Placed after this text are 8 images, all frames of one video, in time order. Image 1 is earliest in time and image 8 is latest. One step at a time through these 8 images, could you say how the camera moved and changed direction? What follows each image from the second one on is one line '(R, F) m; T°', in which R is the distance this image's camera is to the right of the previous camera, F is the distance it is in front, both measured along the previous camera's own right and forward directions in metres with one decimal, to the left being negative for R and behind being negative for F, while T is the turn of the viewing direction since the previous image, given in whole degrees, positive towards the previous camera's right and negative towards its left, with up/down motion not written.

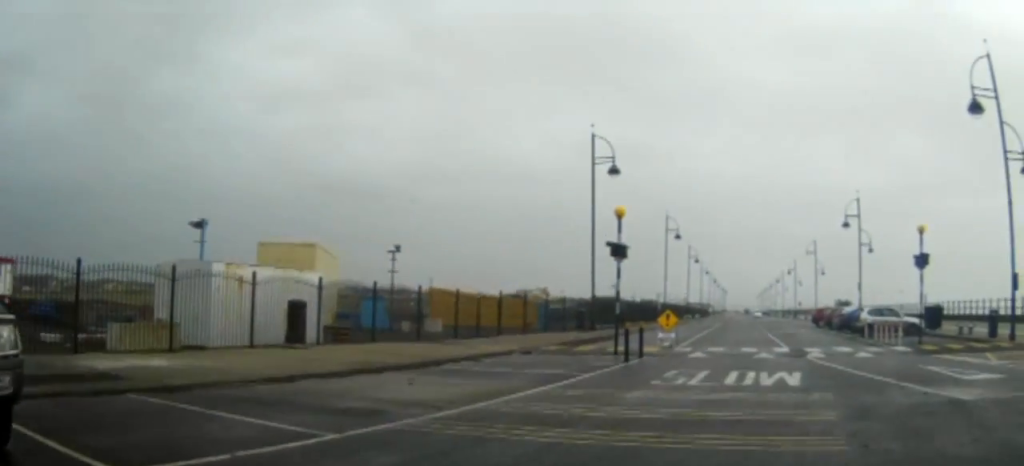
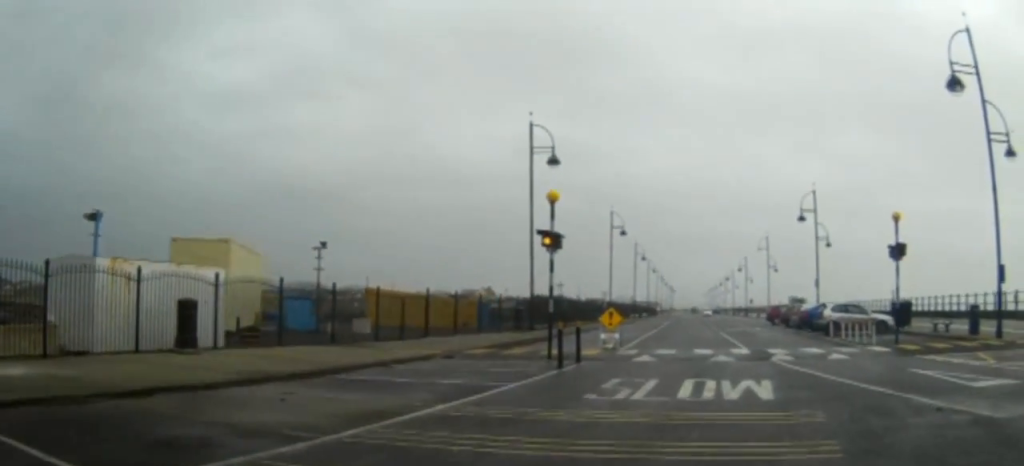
(0.0, +2.2) m; +6°
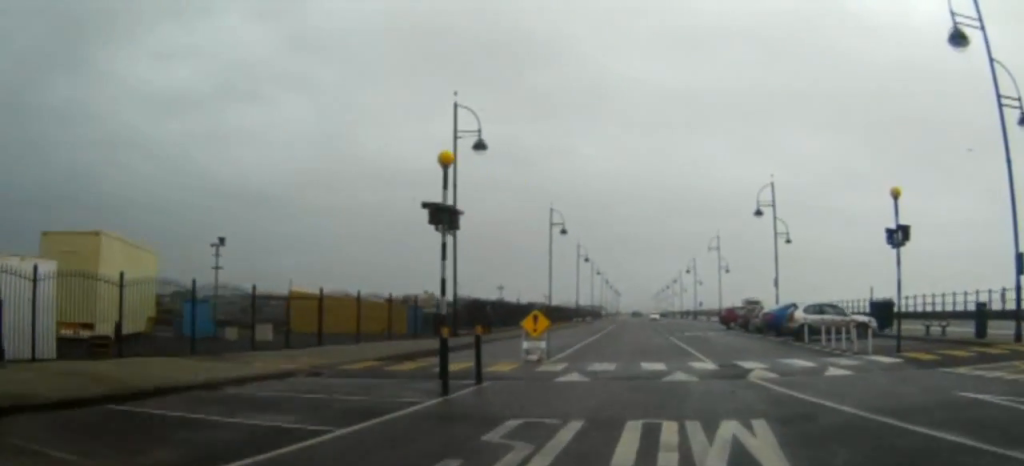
(+0.5, +4.0) m; +14°
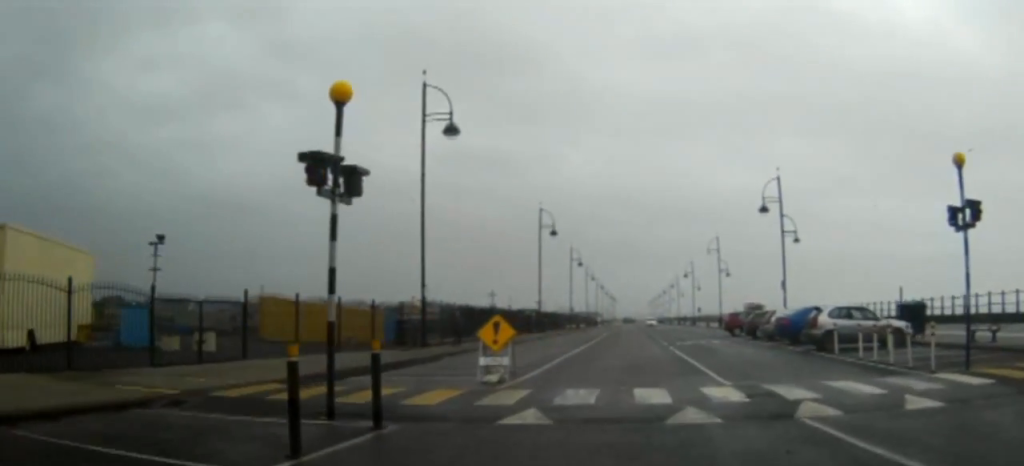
(+0.5, +4.1) m; +6°
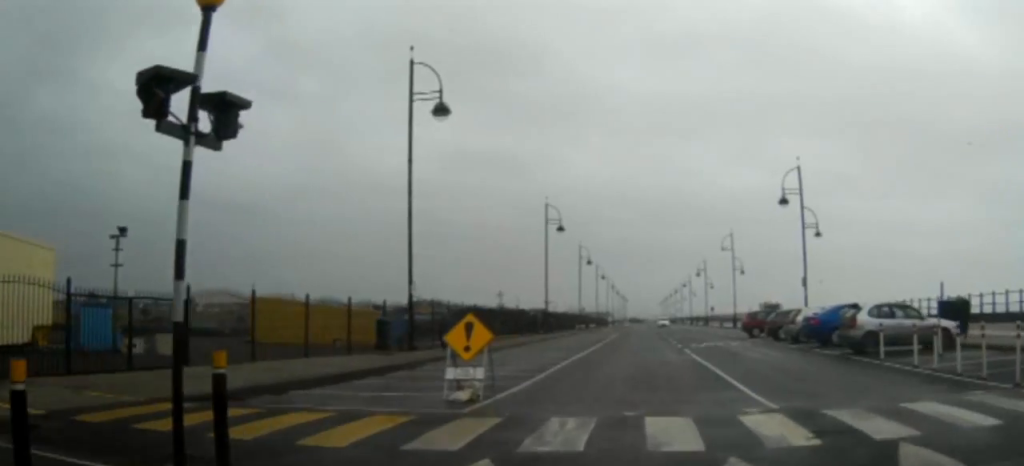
(0.0, +3.2) m; -1°
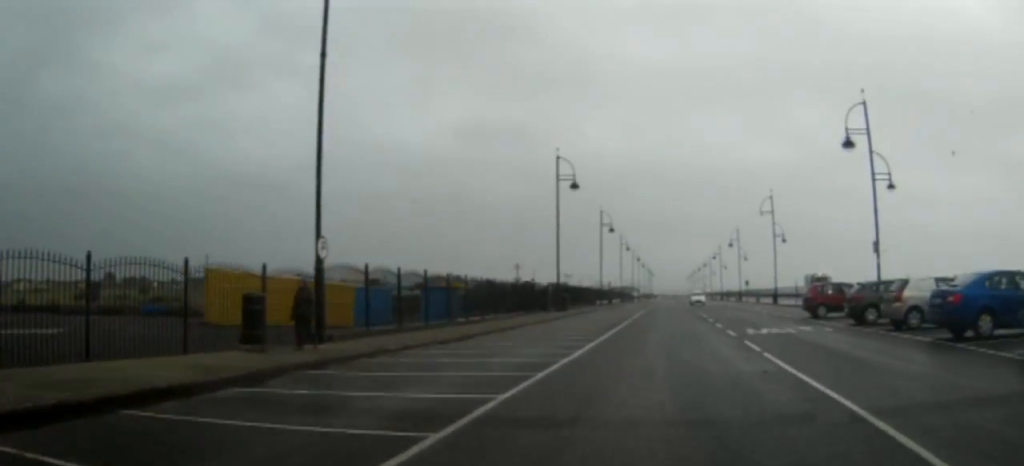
(-0.2, +10.4) m; -1°
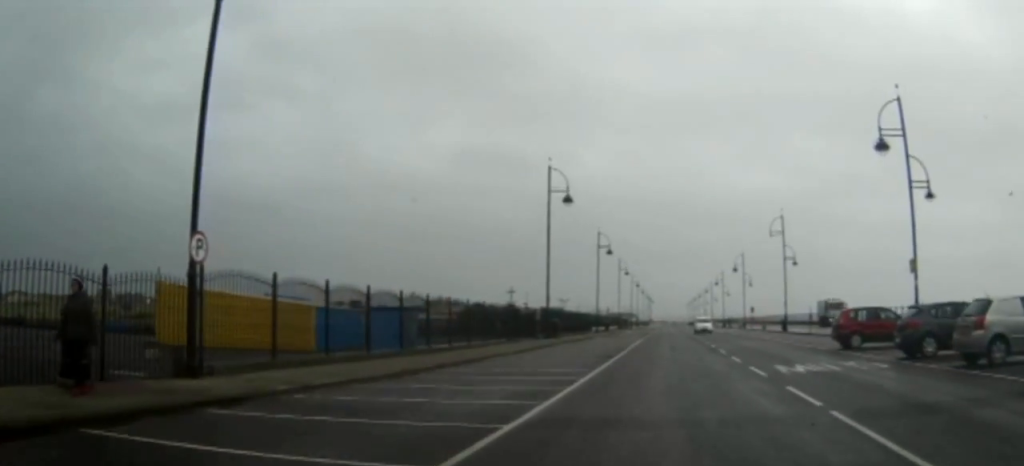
(0.0, +5.5) m; +1°
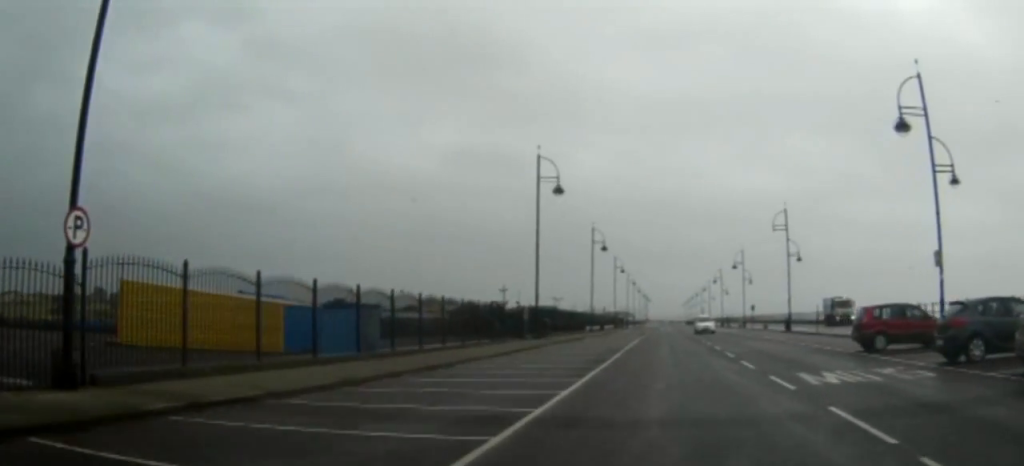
(0.0, +3.1) m; 0°
